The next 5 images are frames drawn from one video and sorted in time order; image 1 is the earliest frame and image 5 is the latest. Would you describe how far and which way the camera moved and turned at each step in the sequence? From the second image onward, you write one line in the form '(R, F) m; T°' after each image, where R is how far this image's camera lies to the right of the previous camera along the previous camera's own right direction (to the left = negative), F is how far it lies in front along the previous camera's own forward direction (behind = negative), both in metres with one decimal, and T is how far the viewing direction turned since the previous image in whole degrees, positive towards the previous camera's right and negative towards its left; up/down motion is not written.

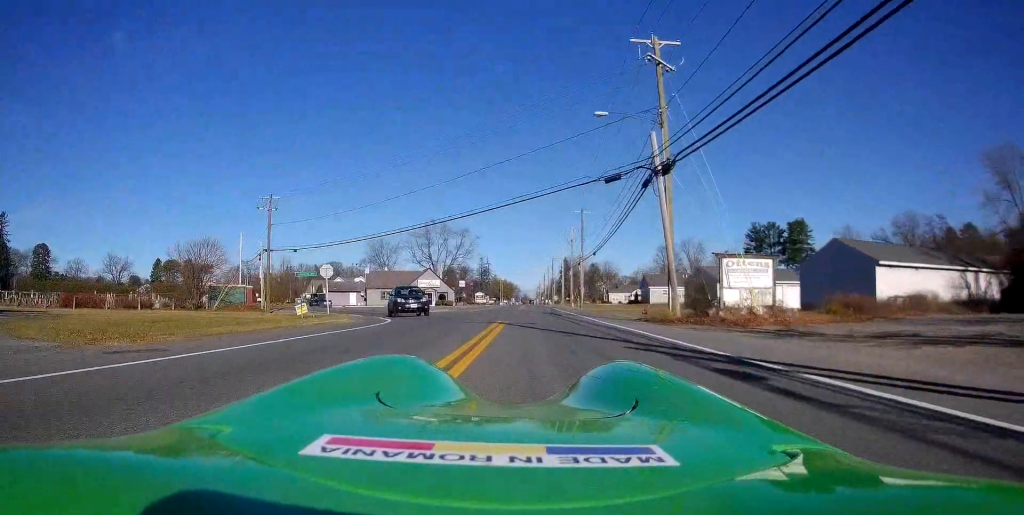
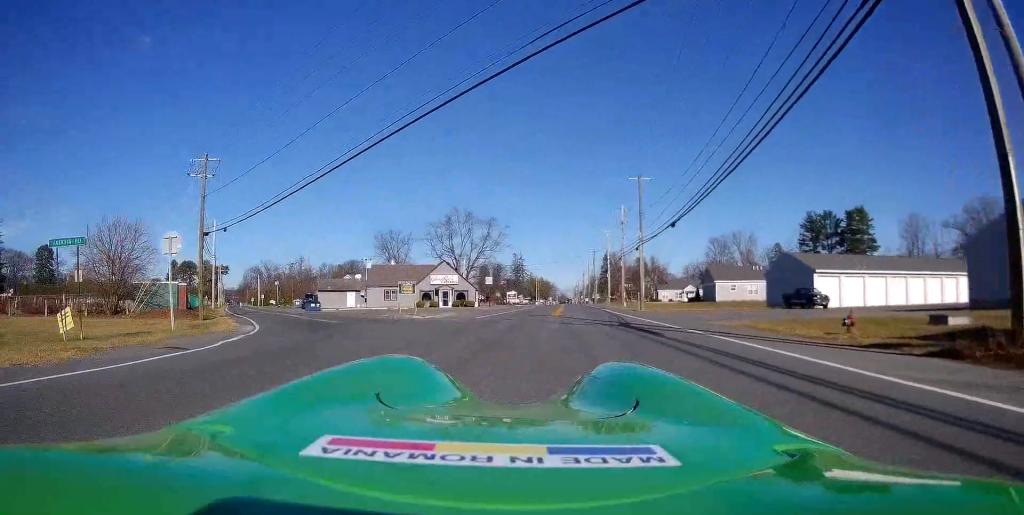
(-0.2, +18.9) m; -5°
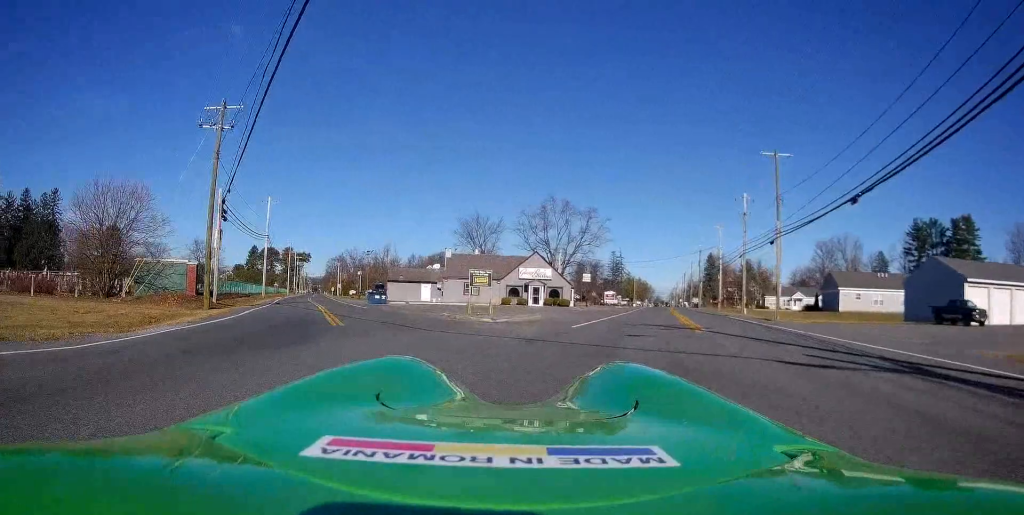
(-0.9, +10.9) m; -13°
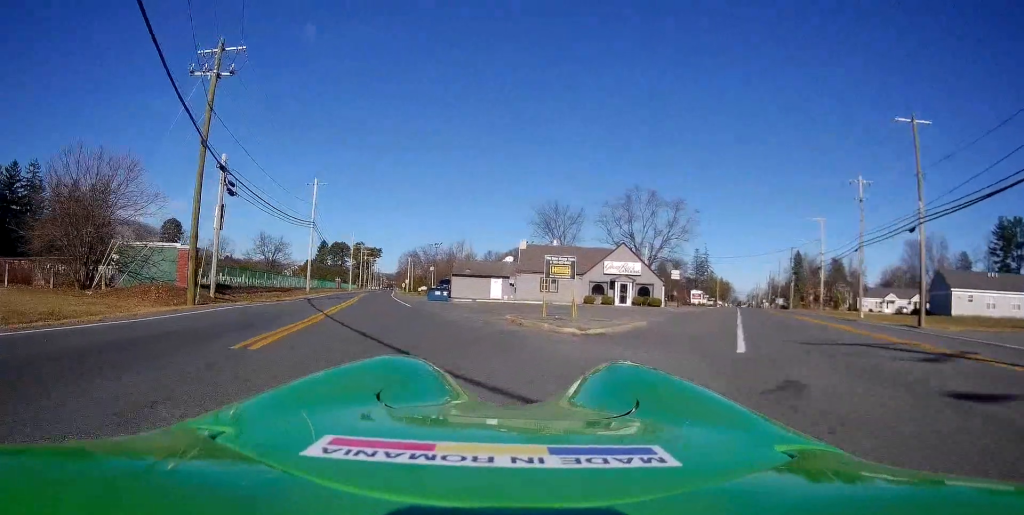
(-1.1, +9.5) m; -11°
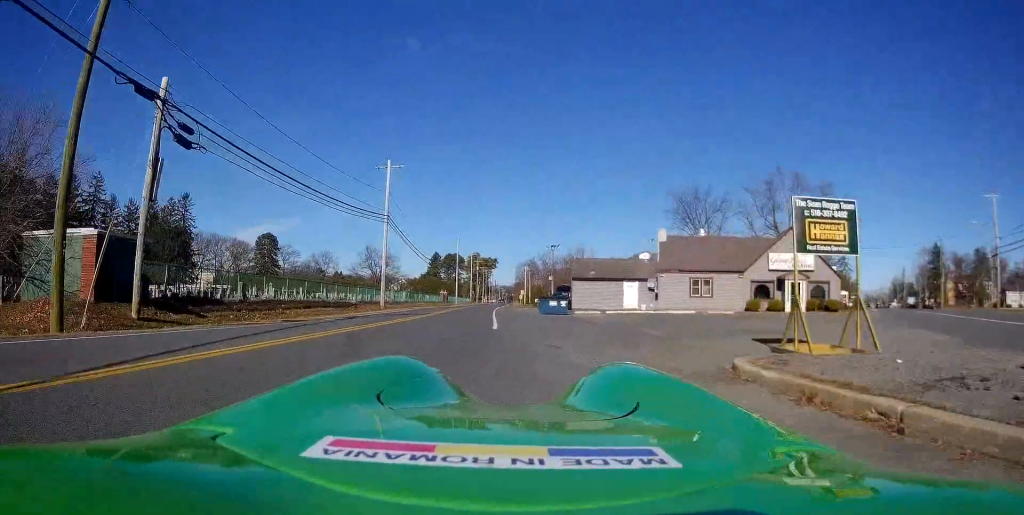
(-1.6, +14.7) m; -9°
